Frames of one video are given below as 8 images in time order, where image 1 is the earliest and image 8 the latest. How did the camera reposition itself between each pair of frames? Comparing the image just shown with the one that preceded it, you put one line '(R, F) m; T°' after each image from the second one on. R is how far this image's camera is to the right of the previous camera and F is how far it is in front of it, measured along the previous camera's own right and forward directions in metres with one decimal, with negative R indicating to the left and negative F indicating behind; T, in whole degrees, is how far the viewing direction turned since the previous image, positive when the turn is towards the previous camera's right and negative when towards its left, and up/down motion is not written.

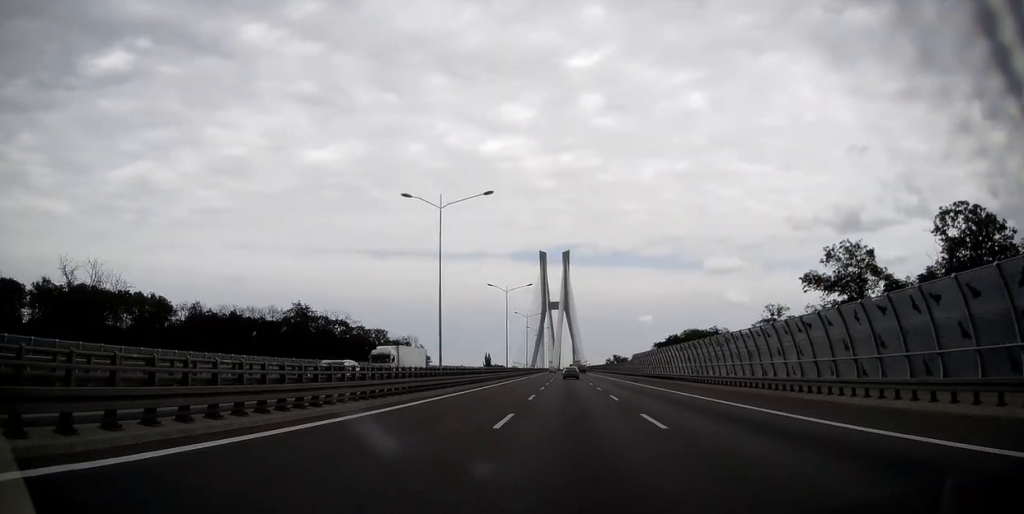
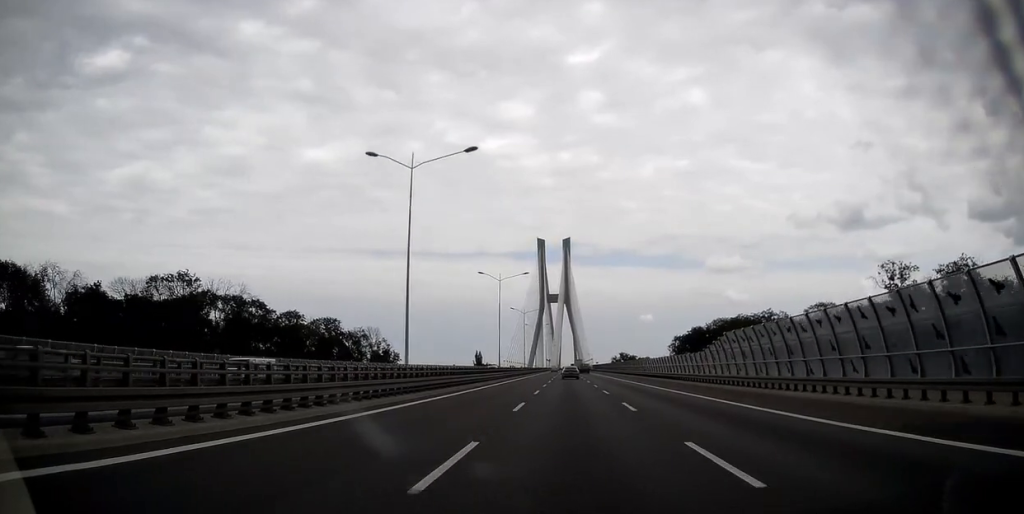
(0.0, +54.8) m; 0°
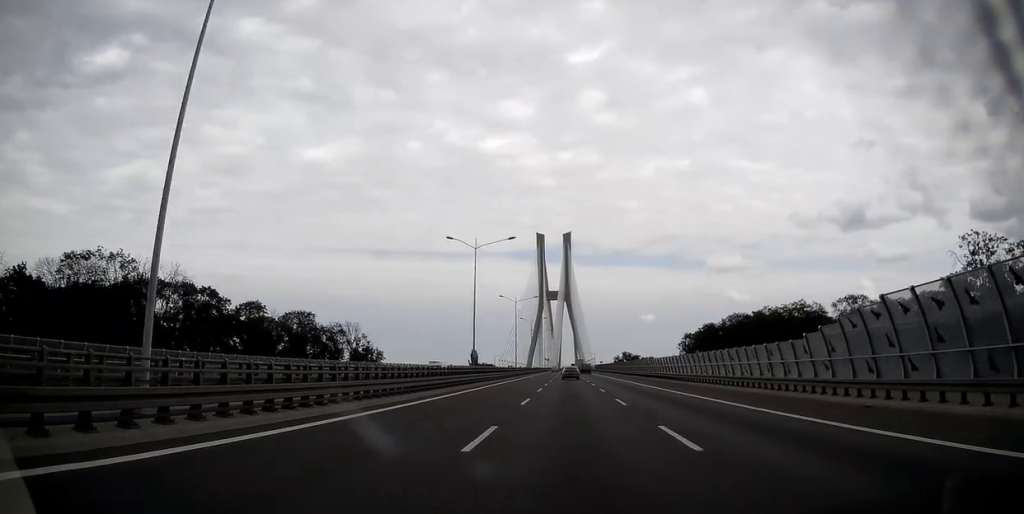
(0.0, +21.0) m; 0°
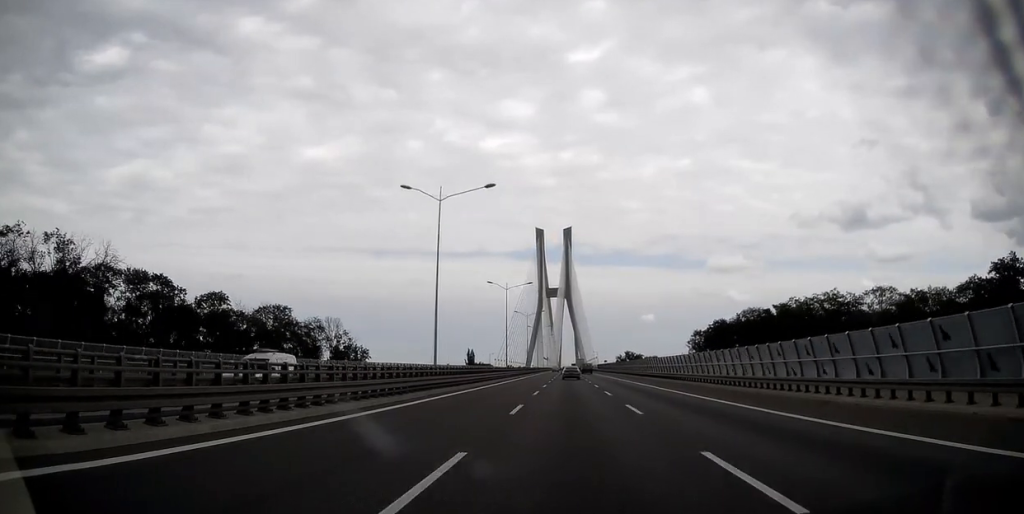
(0.0, +16.4) m; 0°
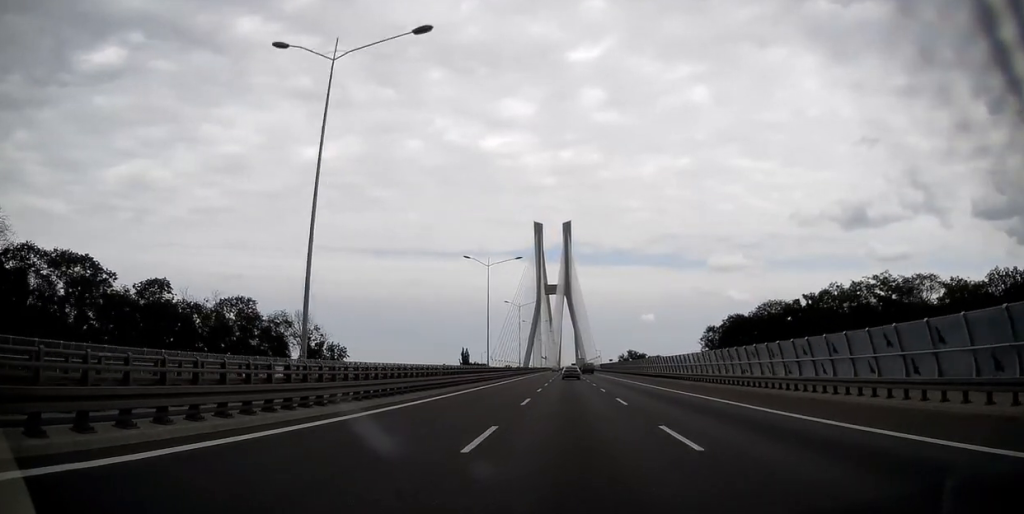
(-0.2, +19.9) m; 0°
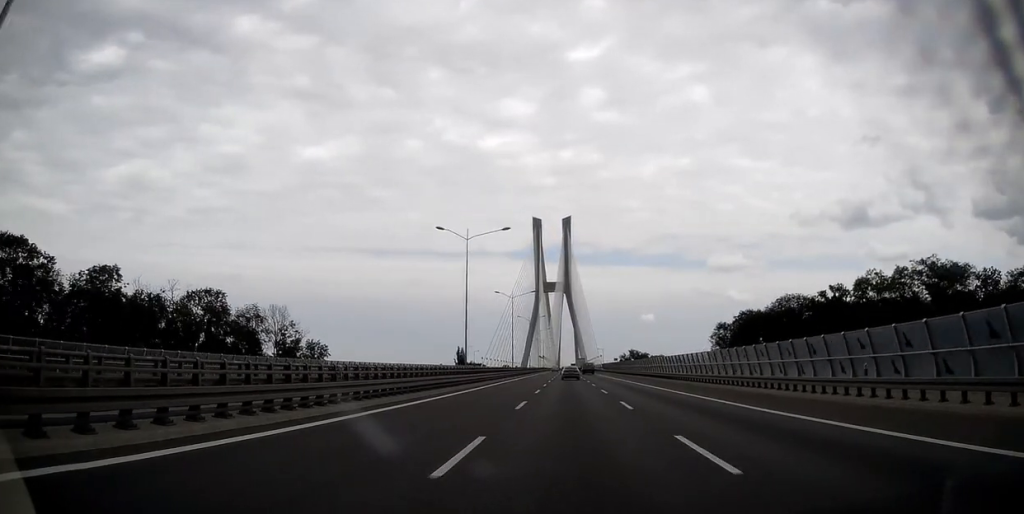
(-0.1, +14.0) m; 0°
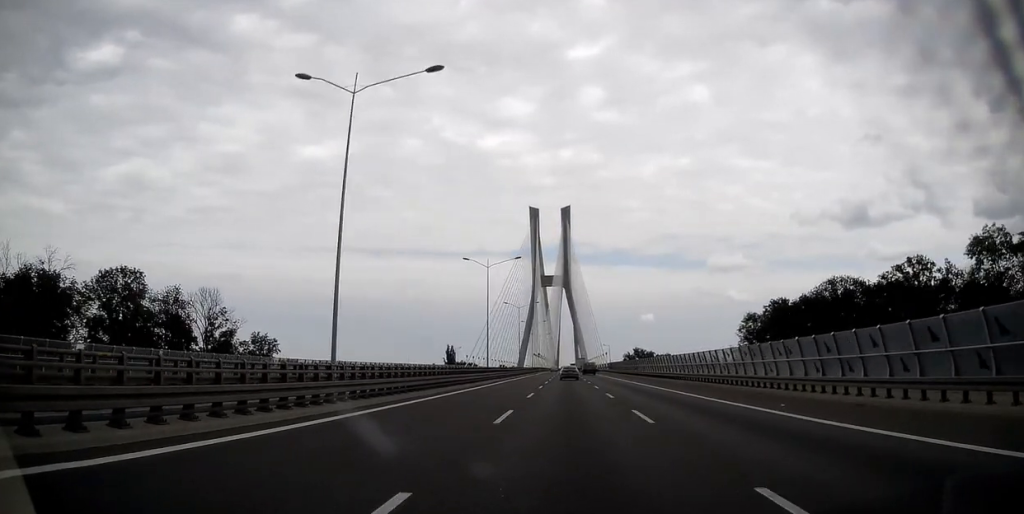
(+0.3, +29.3) m; +1°
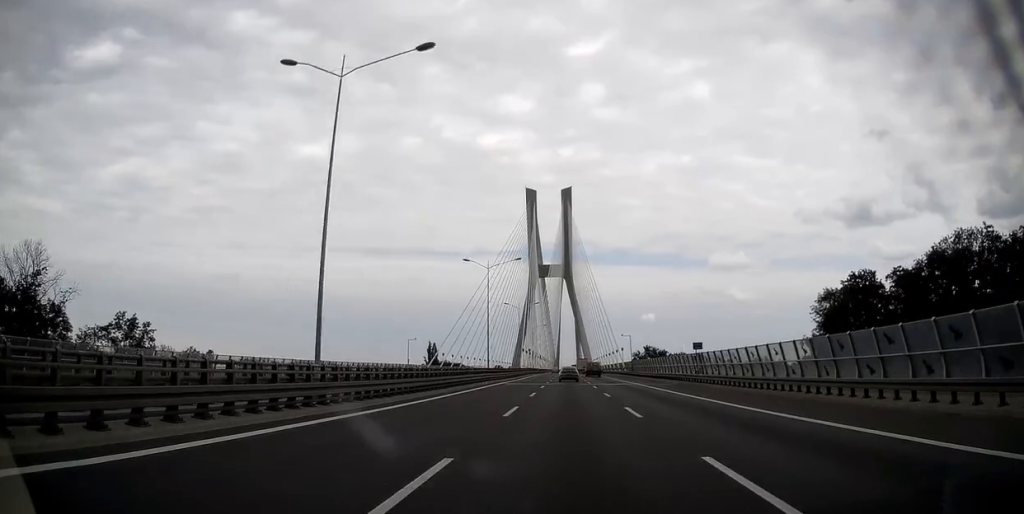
(0.0, +45.5) m; 0°
